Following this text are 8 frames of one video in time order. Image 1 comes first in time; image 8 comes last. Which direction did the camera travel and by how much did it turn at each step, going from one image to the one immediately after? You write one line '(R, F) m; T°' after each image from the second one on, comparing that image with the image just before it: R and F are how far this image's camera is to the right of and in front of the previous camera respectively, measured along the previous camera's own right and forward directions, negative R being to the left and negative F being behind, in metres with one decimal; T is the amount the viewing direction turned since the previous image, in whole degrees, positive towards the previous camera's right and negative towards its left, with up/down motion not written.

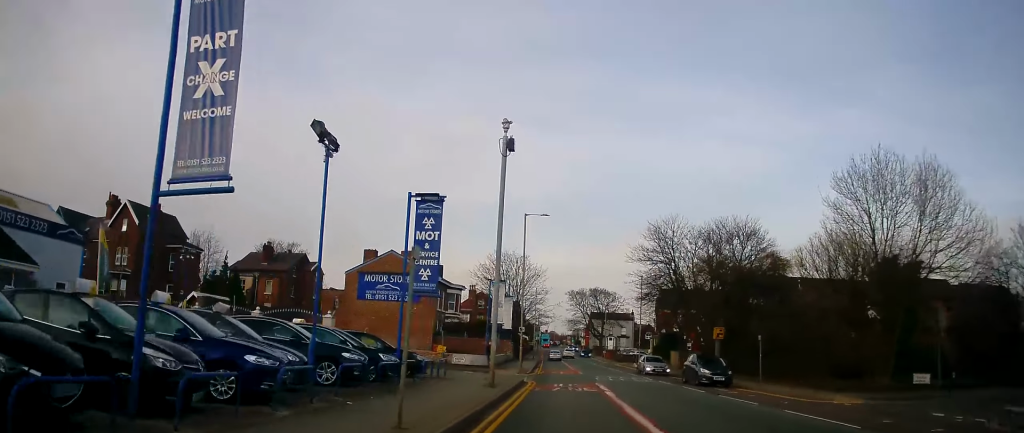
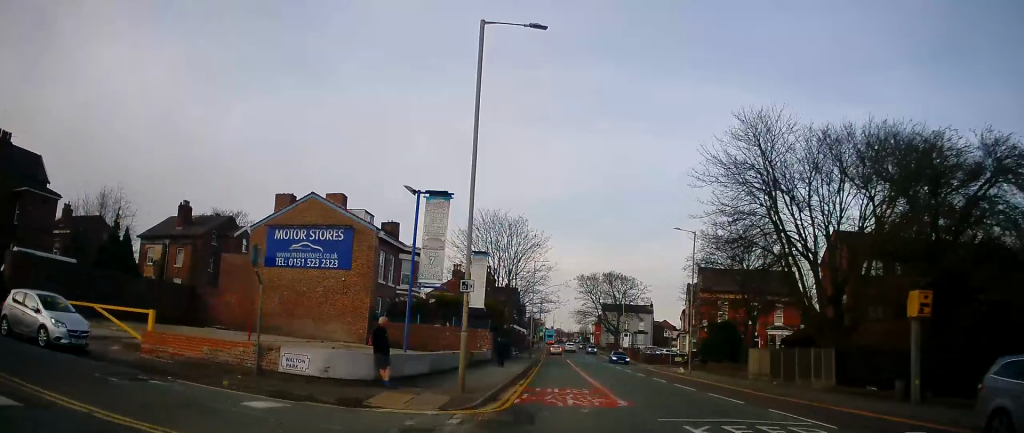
(-0.3, +23.3) m; -1°
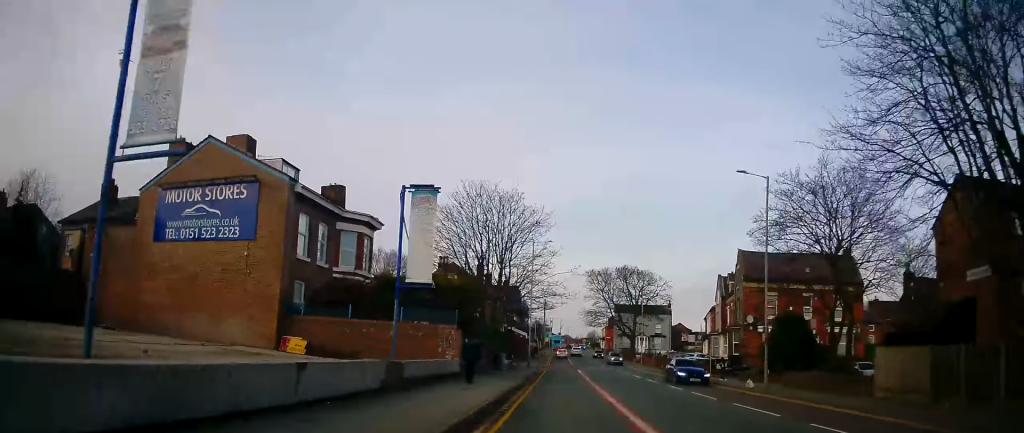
(-0.1, +14.9) m; -2°
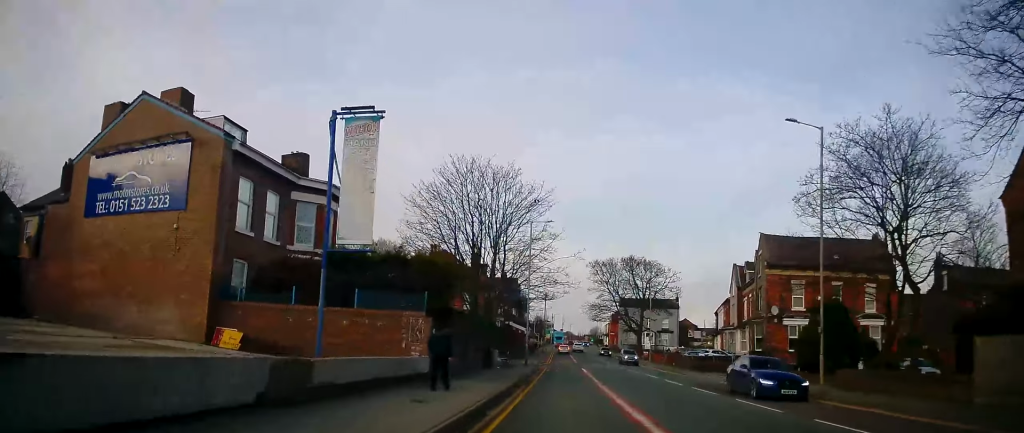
(-0.1, +6.1) m; 0°
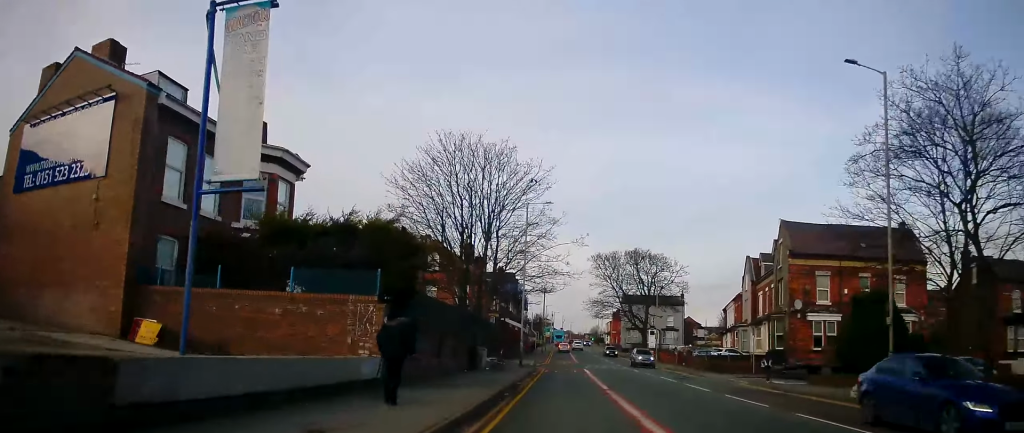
(0.0, +5.0) m; 0°
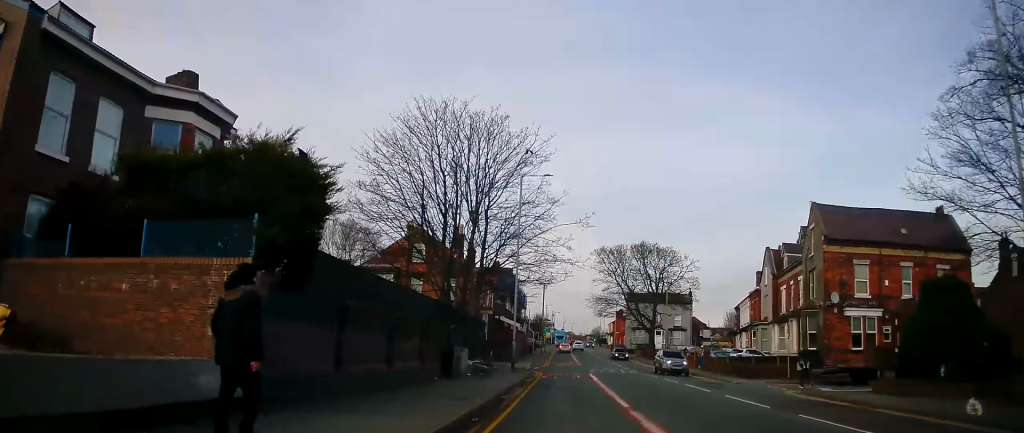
(0.0, +6.3) m; 0°
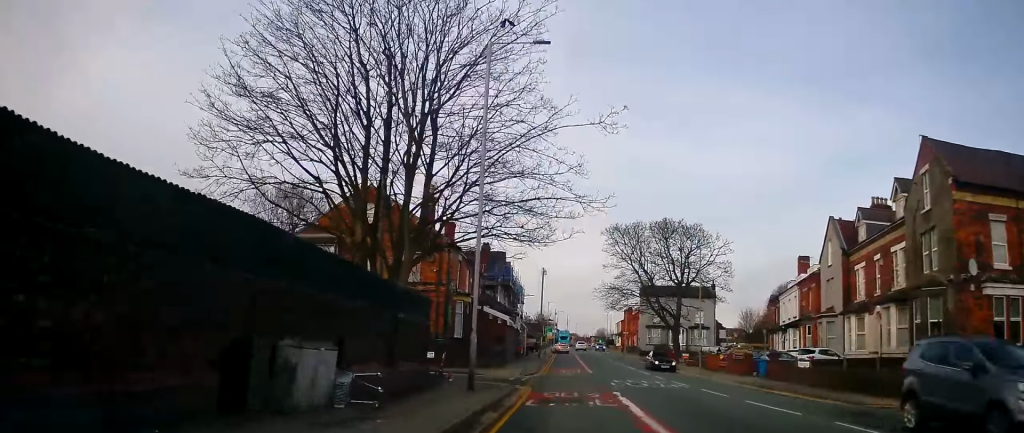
(+0.1, +14.4) m; 0°
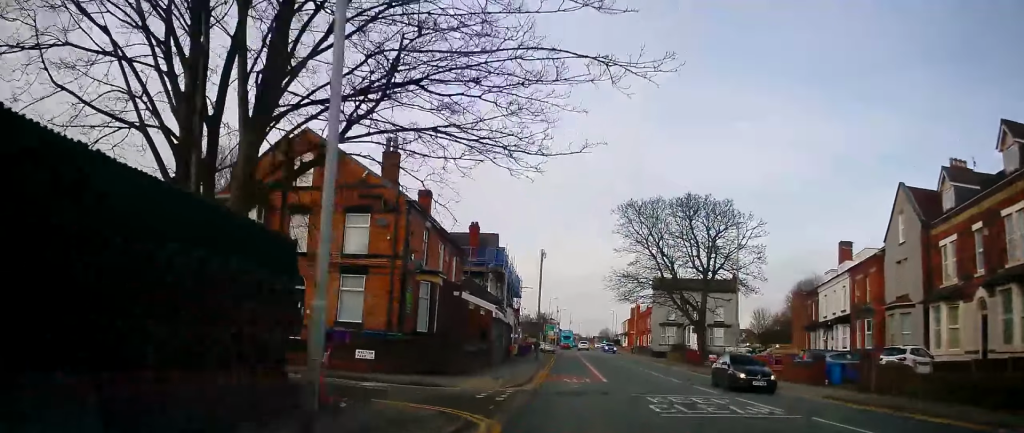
(0.0, +10.3) m; 0°
